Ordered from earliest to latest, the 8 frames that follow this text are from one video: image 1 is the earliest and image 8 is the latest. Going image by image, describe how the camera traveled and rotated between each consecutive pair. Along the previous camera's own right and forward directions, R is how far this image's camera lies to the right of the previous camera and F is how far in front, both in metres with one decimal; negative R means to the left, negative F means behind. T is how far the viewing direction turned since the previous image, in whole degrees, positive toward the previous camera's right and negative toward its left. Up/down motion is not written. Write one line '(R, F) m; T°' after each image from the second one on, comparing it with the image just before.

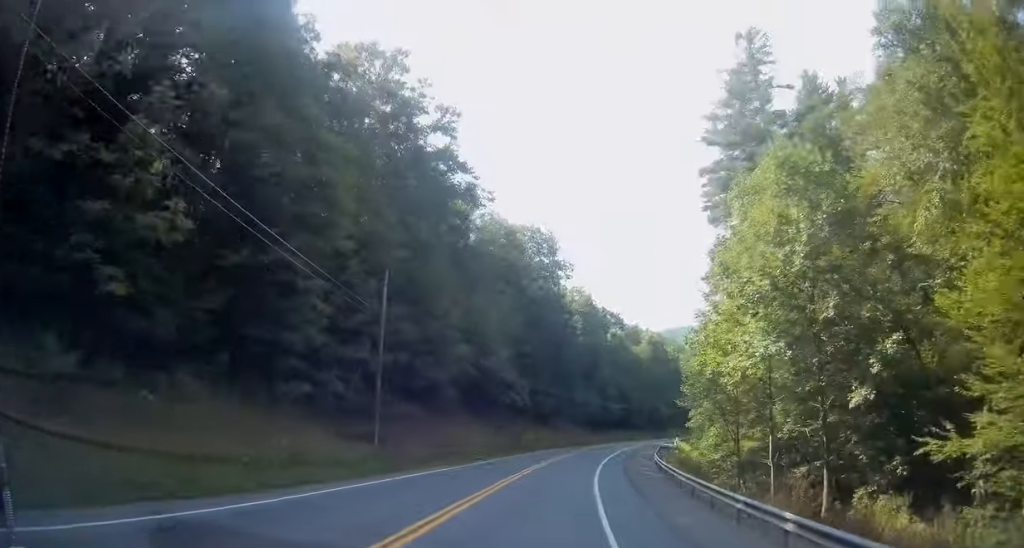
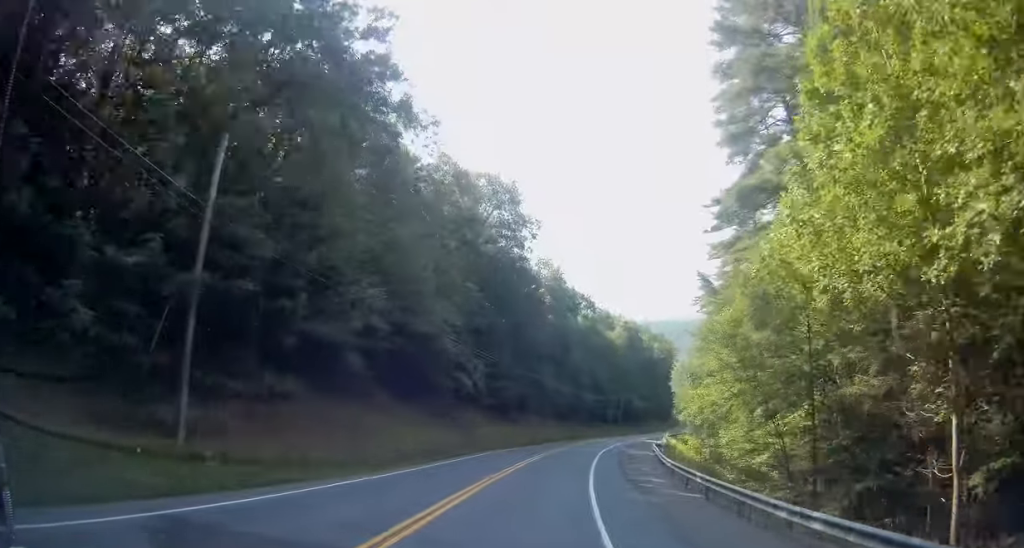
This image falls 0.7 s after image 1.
(+0.4, +14.5) m; +3°
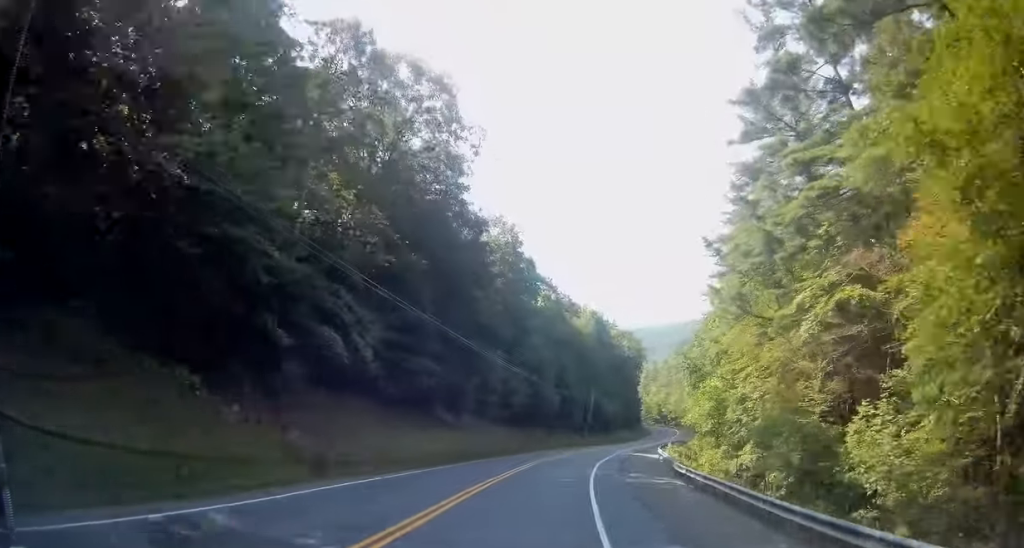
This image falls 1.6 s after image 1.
(+0.6, +21.3) m; +4°
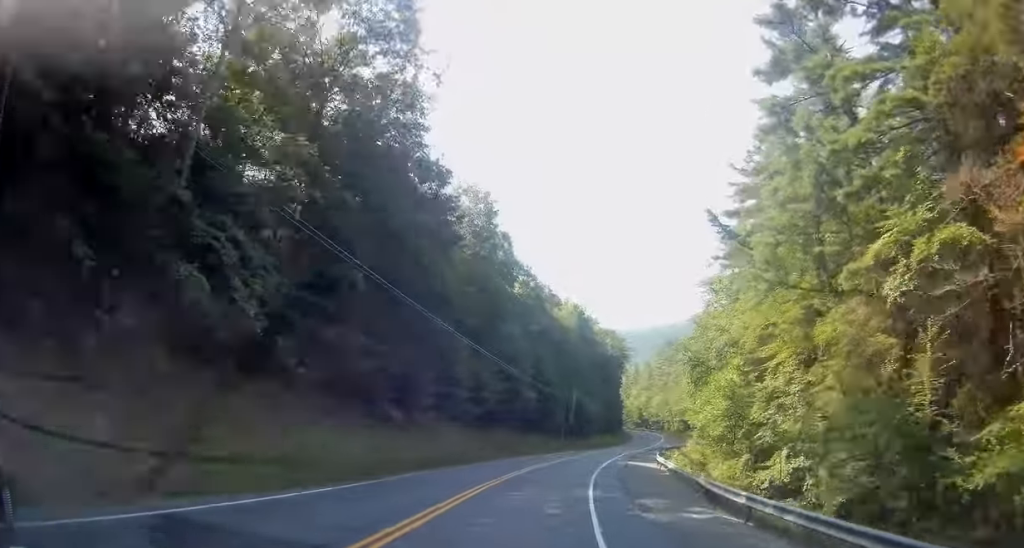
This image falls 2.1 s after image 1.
(+0.4, +9.7) m; +2°
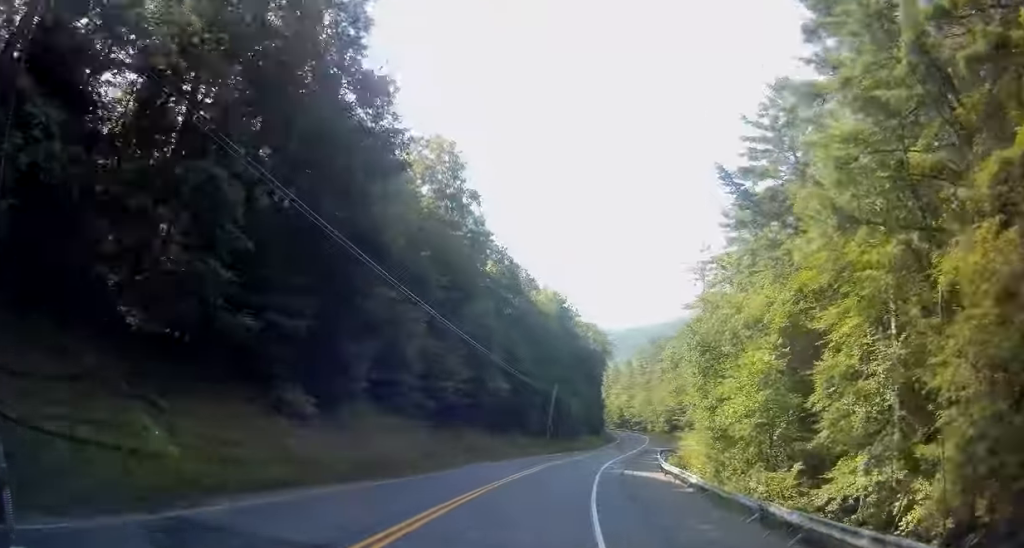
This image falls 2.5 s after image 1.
(+0.1, +10.5) m; +2°
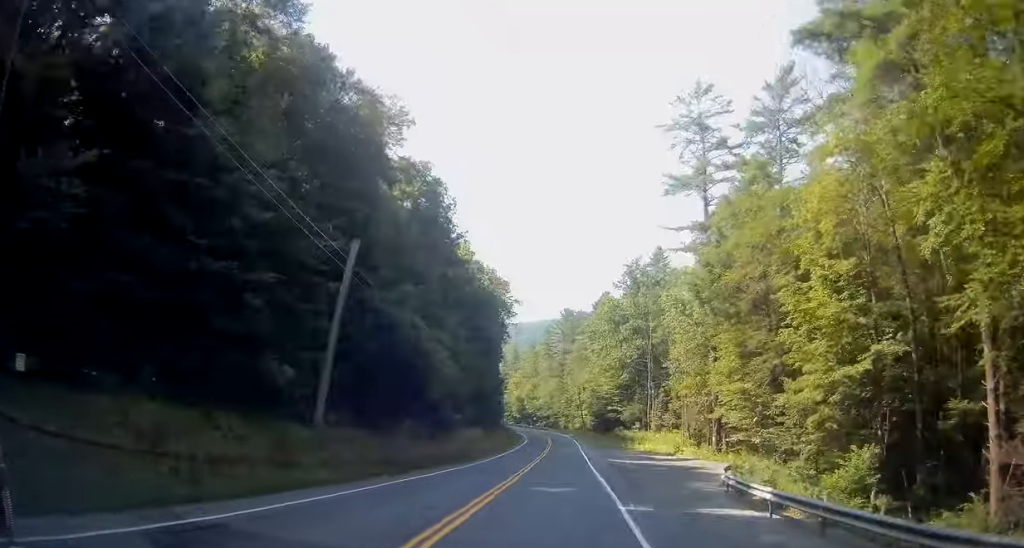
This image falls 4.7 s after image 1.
(+4.1, +50.4) m; +9°
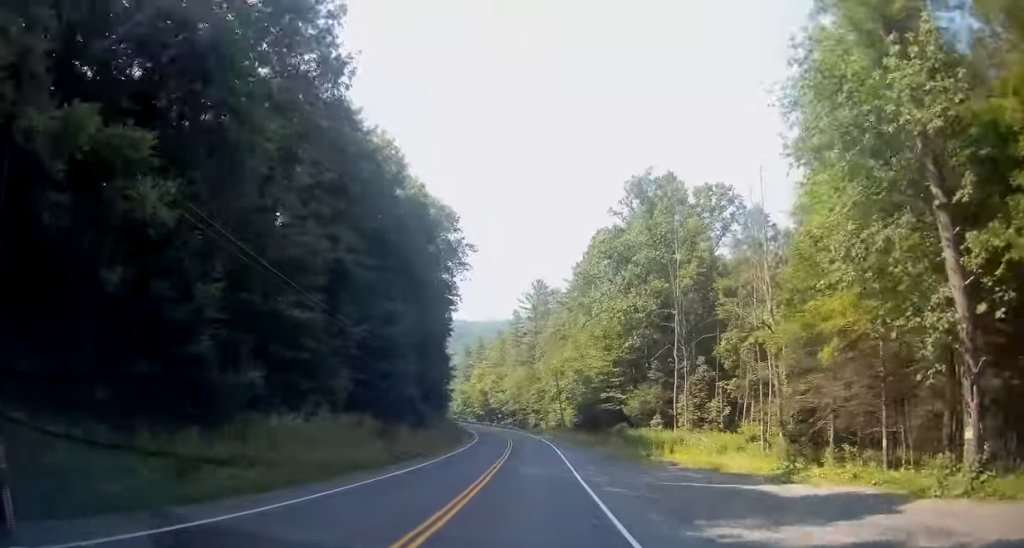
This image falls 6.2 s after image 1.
(+2.1, +34.8) m; +5°
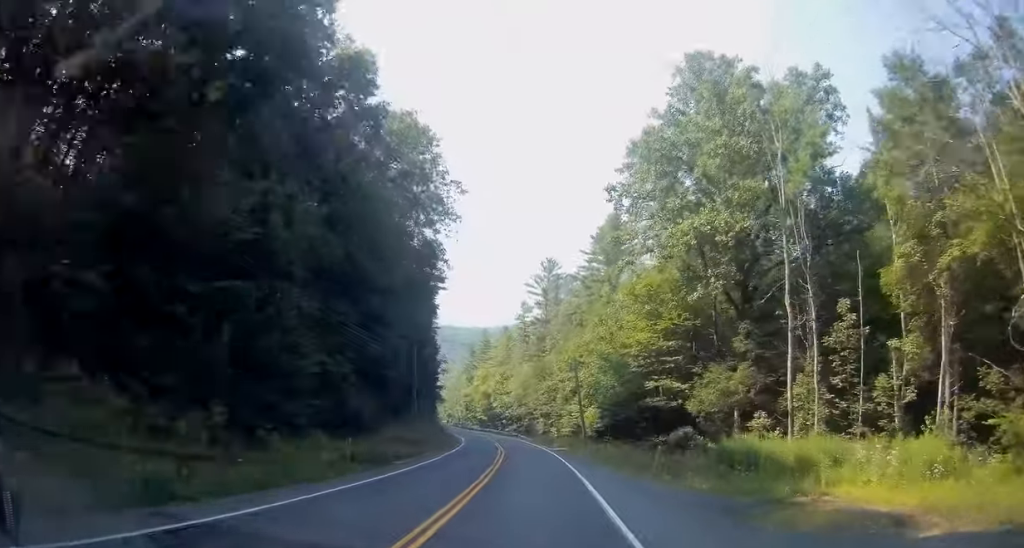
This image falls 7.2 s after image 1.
(+0.4, +23.8) m; 0°
